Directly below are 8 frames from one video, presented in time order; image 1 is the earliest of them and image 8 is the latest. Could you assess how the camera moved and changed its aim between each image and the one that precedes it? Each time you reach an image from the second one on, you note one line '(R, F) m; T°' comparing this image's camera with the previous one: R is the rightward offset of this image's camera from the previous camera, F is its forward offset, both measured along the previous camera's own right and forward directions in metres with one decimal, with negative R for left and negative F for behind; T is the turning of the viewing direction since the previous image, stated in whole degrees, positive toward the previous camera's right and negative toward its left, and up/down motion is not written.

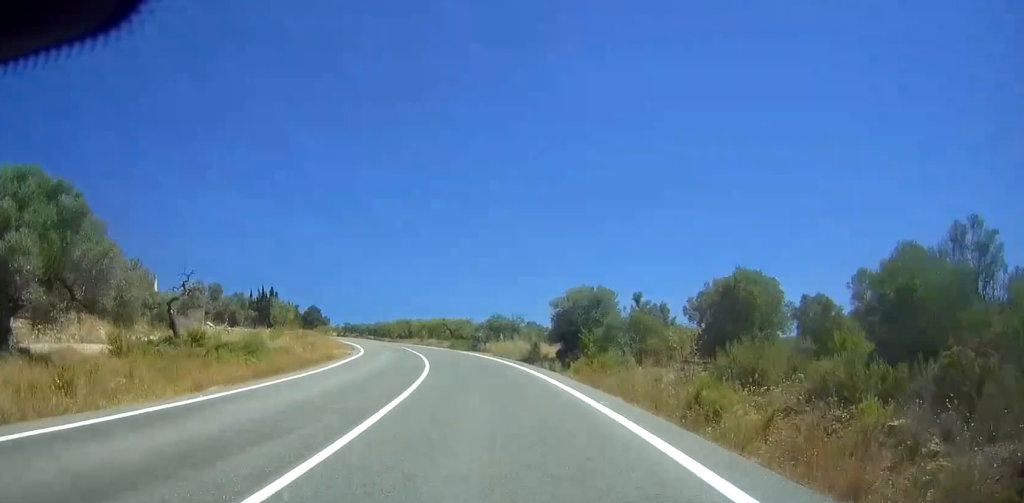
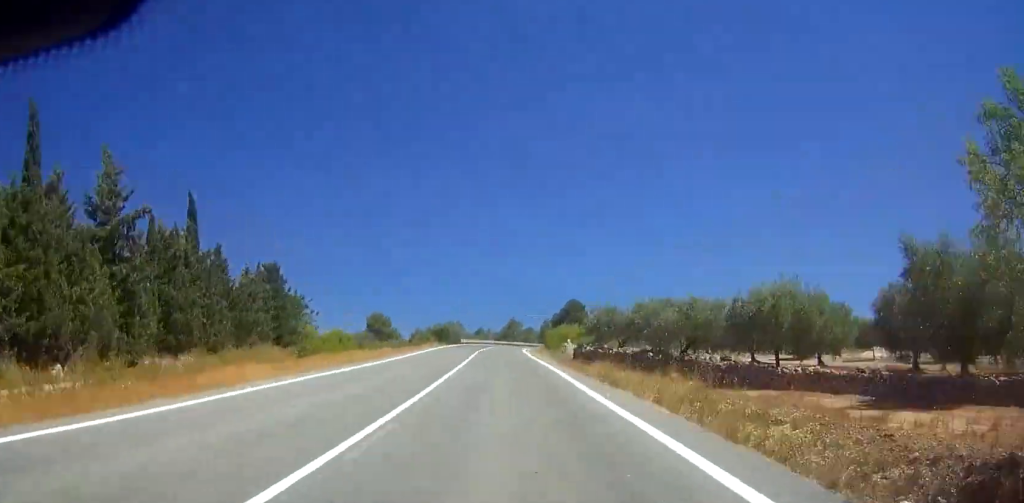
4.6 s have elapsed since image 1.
(-17.8, +118.5) m; -10°
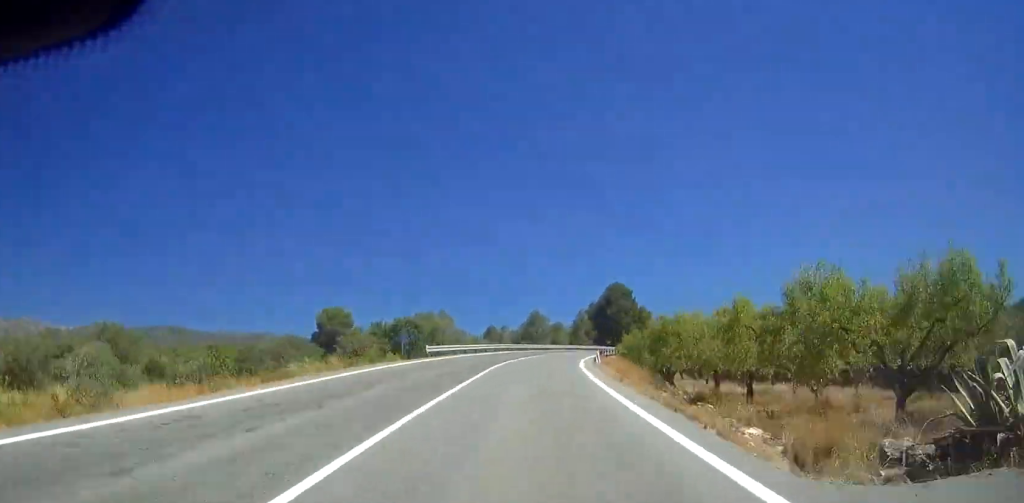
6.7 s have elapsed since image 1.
(-2.6, +54.9) m; +1°
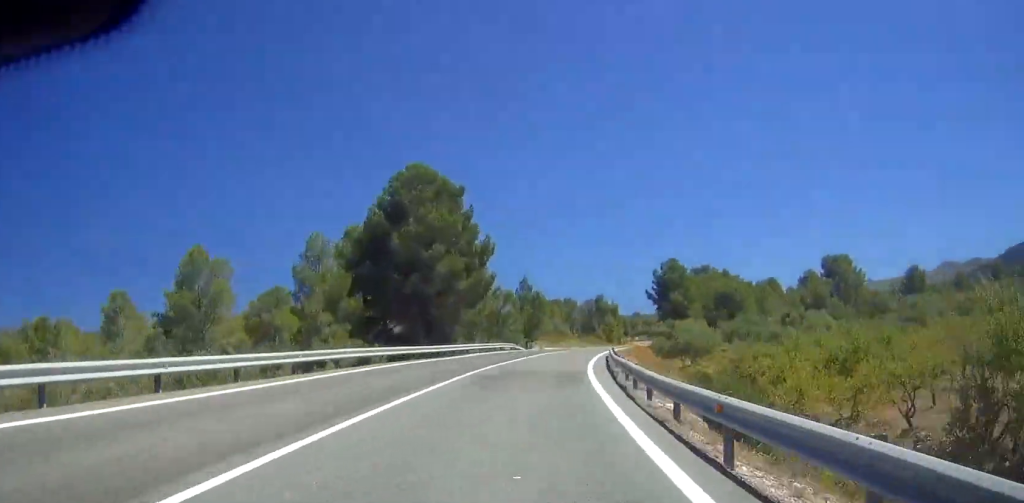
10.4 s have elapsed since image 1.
(+6.0, +98.0) m; +11°
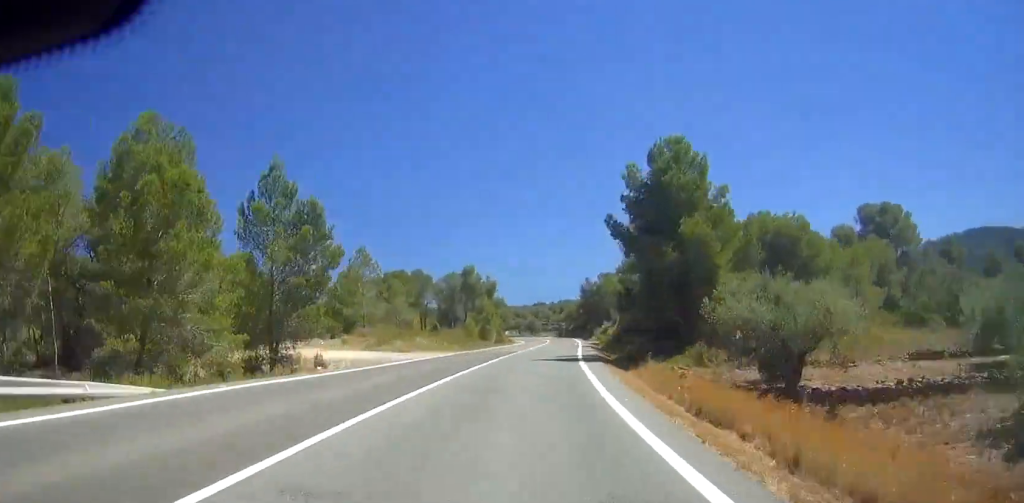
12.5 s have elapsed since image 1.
(+7.8, +55.3) m; +4°
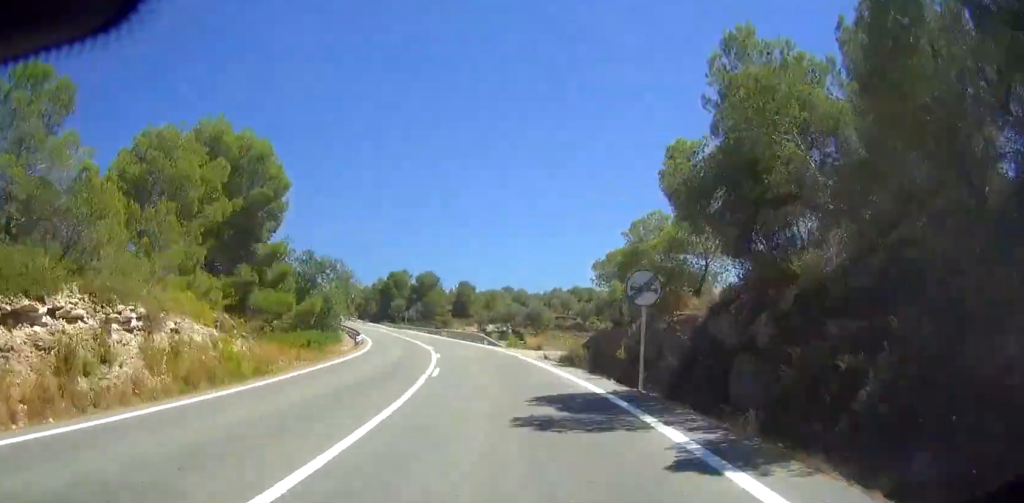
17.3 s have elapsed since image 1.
(+5.1, +128.5) m; -4°
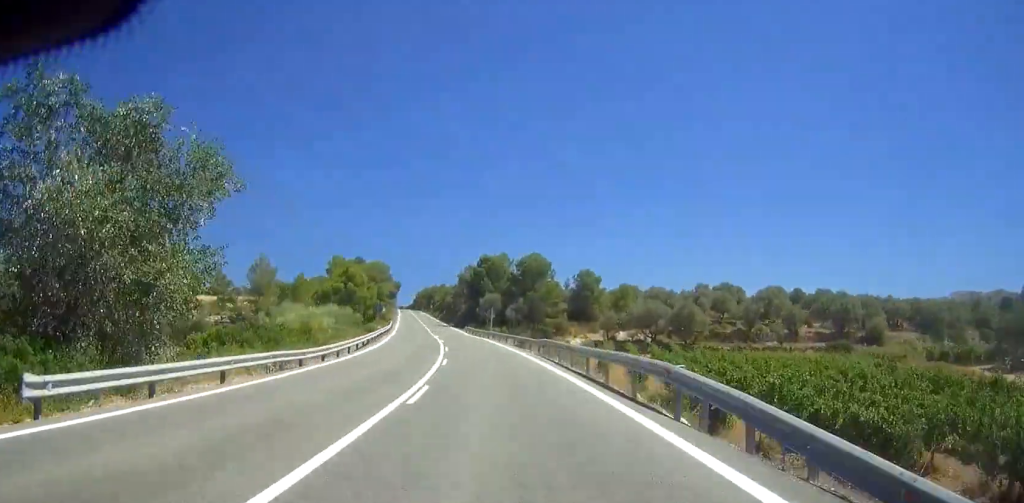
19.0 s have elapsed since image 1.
(-1.8, +46.6) m; -4°
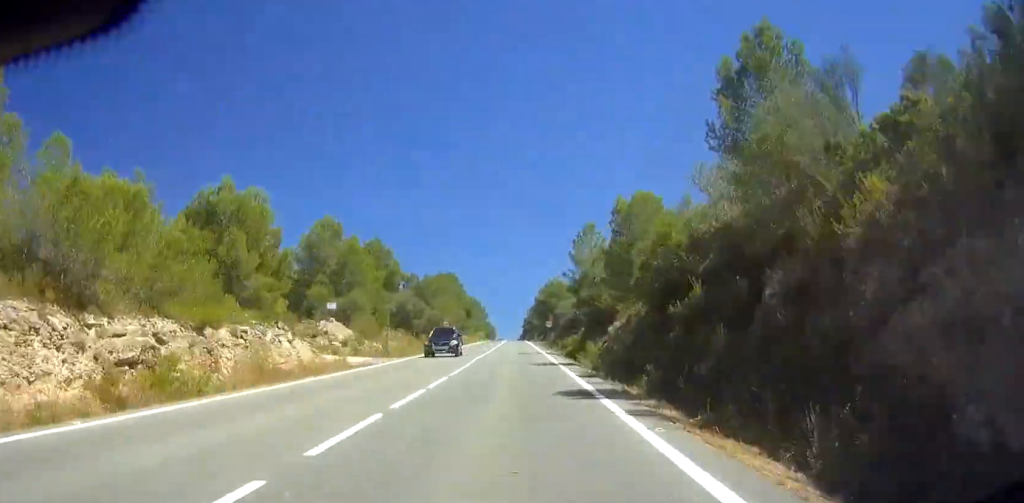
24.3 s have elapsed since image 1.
(-15.1, +139.3) m; -7°
